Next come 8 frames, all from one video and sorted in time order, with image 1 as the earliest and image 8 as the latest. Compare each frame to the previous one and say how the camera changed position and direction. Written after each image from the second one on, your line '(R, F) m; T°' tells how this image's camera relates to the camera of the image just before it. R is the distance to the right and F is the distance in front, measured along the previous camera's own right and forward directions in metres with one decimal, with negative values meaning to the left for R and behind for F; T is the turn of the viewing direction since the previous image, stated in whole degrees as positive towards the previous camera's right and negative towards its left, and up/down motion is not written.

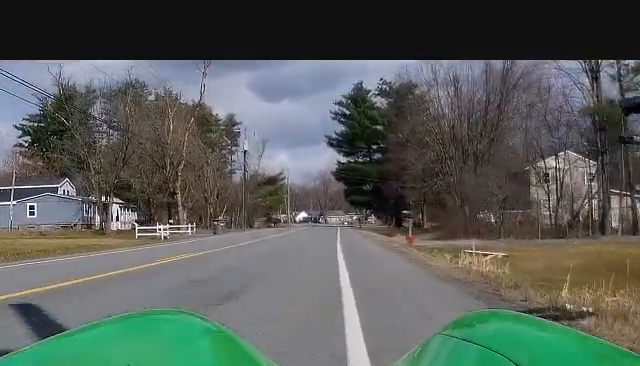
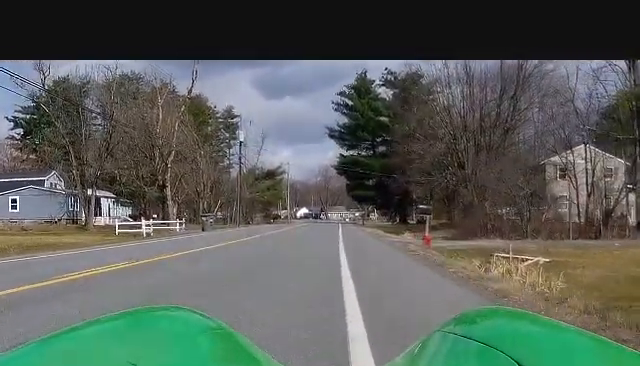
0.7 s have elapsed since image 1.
(+0.1, +5.6) m; 0°
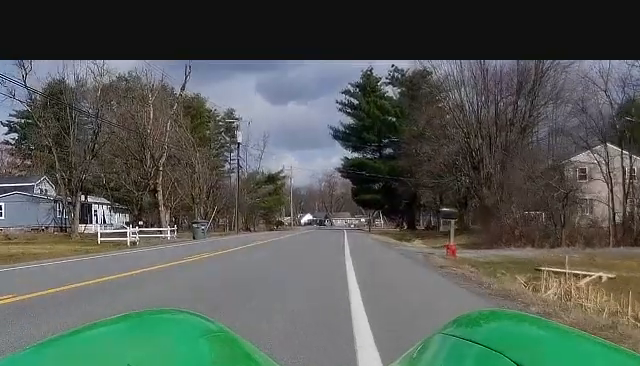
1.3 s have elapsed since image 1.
(+0.2, +5.0) m; -1°
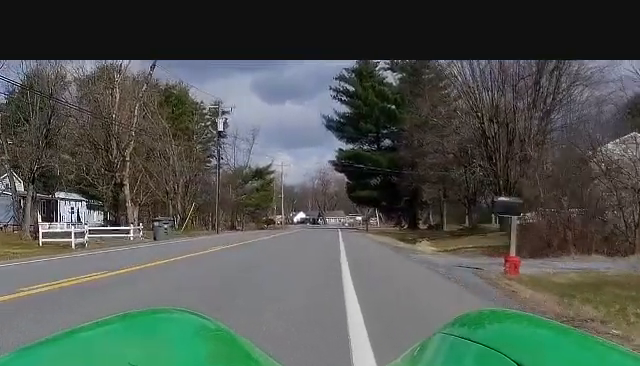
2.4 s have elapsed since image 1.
(-0.3, +8.7) m; 0°
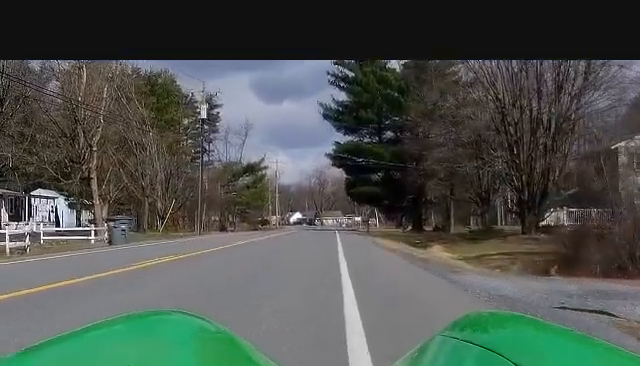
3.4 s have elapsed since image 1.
(+0.3, +7.4) m; +3°
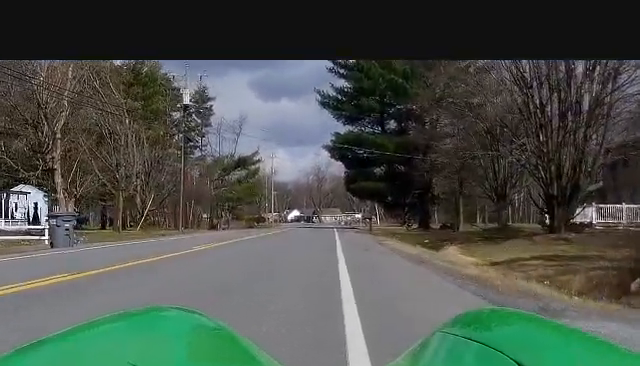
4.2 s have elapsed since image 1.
(0.0, +6.6) m; 0°
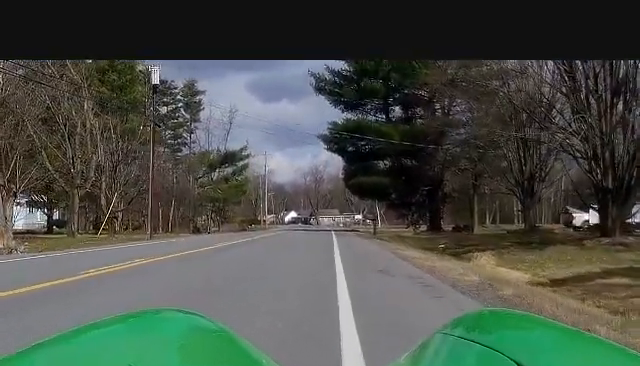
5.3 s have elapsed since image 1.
(0.0, +8.4) m; -3°
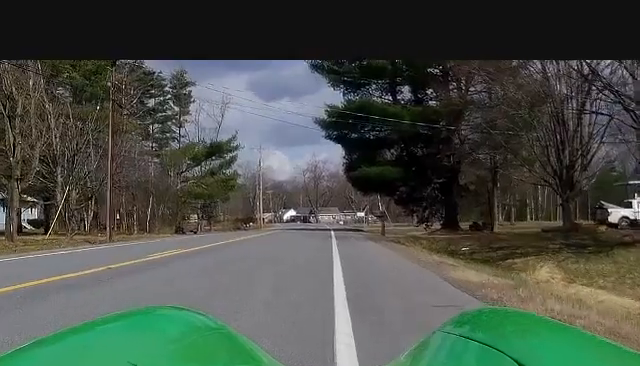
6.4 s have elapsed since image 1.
(-0.4, +8.1) m; 0°
